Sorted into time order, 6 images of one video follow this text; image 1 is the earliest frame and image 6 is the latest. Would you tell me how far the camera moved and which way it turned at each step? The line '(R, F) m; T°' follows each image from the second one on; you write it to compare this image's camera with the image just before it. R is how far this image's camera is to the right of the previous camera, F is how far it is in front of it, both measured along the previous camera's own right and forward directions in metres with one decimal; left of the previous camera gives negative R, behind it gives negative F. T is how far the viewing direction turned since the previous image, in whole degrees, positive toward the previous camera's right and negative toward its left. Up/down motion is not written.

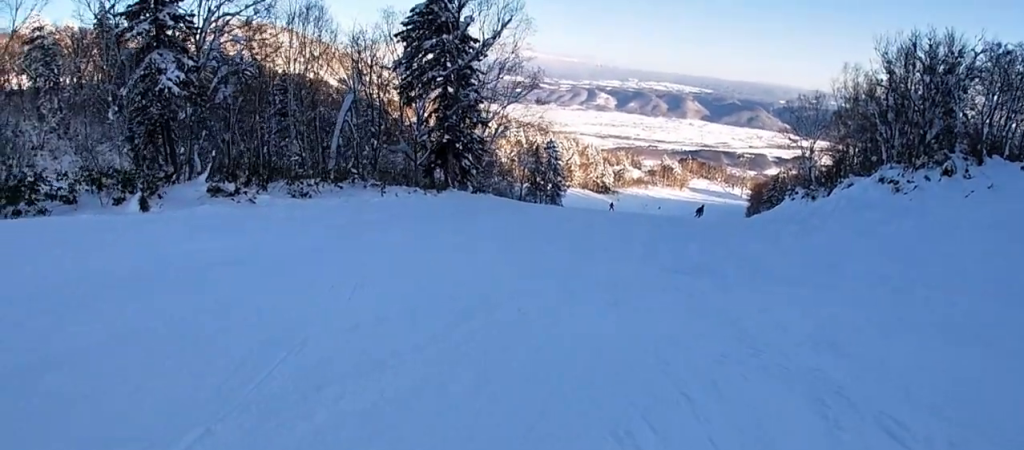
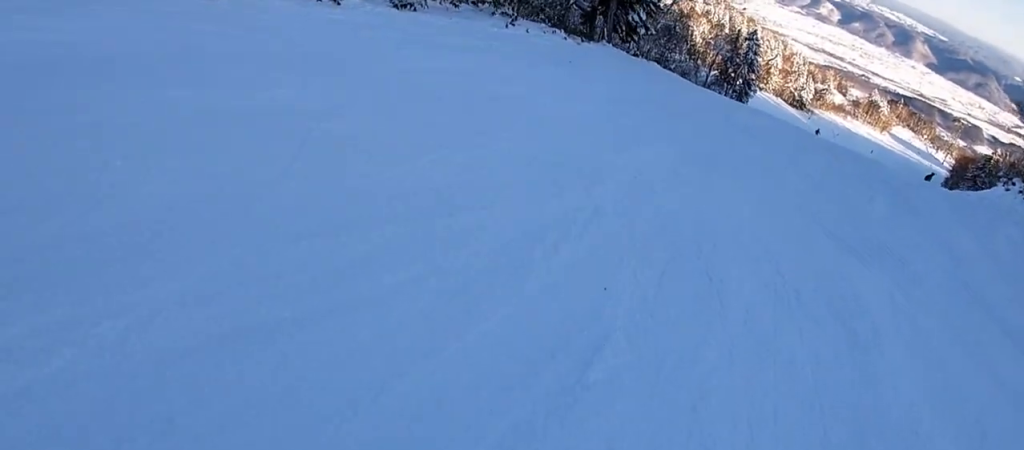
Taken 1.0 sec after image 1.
(-0.4, +5.8) m; -2°
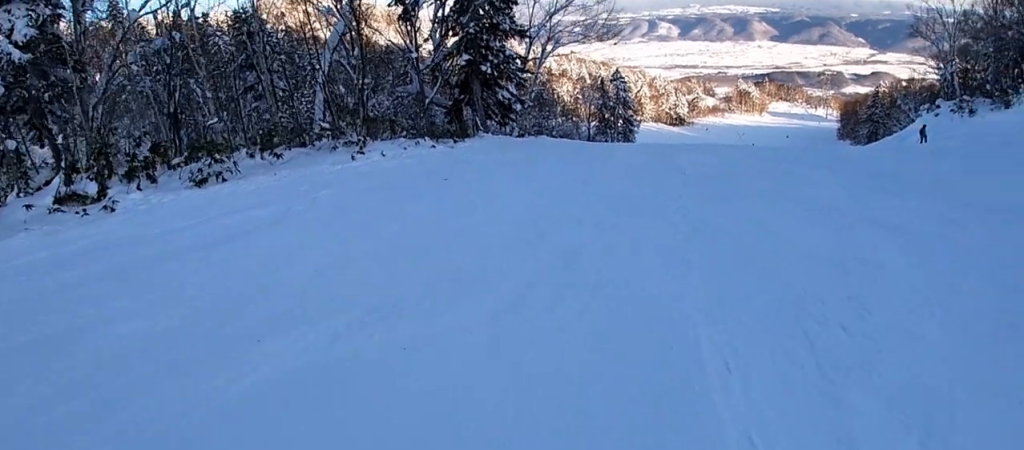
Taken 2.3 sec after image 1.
(+0.5, +7.4) m; +17°
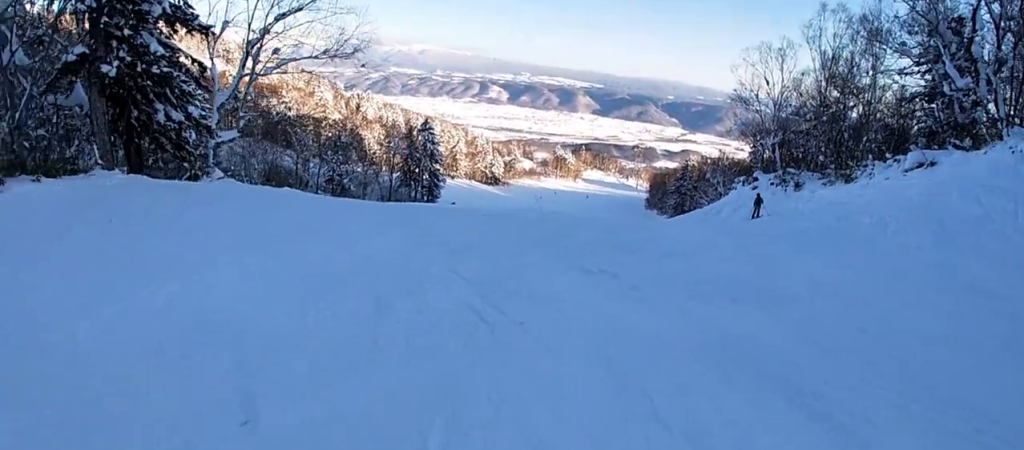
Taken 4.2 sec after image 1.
(+1.6, +11.0) m; -8°
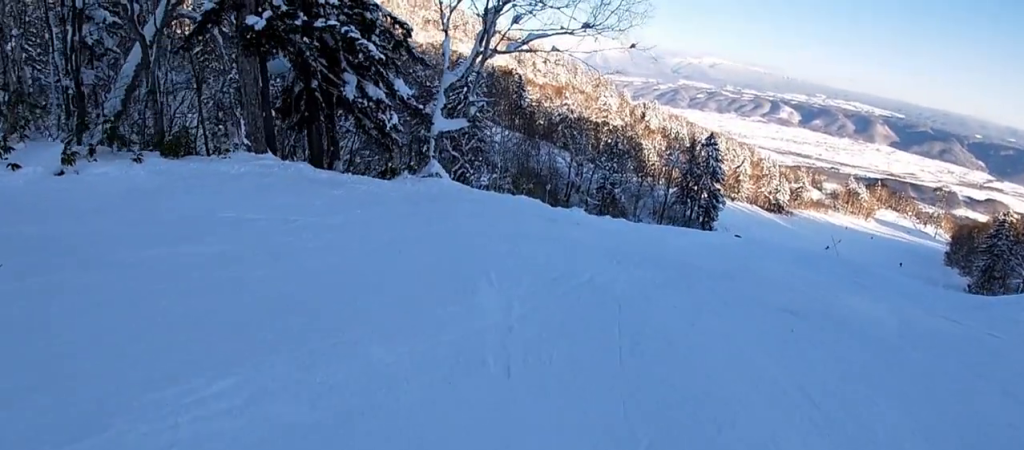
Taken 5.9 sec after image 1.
(-3.3, +6.9) m; -20°
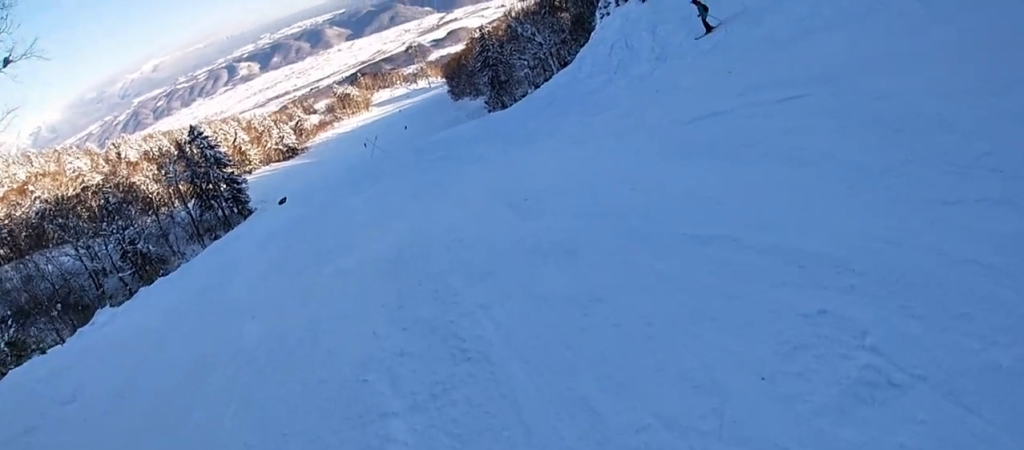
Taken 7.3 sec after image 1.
(+2.0, +3.6) m; +40°
